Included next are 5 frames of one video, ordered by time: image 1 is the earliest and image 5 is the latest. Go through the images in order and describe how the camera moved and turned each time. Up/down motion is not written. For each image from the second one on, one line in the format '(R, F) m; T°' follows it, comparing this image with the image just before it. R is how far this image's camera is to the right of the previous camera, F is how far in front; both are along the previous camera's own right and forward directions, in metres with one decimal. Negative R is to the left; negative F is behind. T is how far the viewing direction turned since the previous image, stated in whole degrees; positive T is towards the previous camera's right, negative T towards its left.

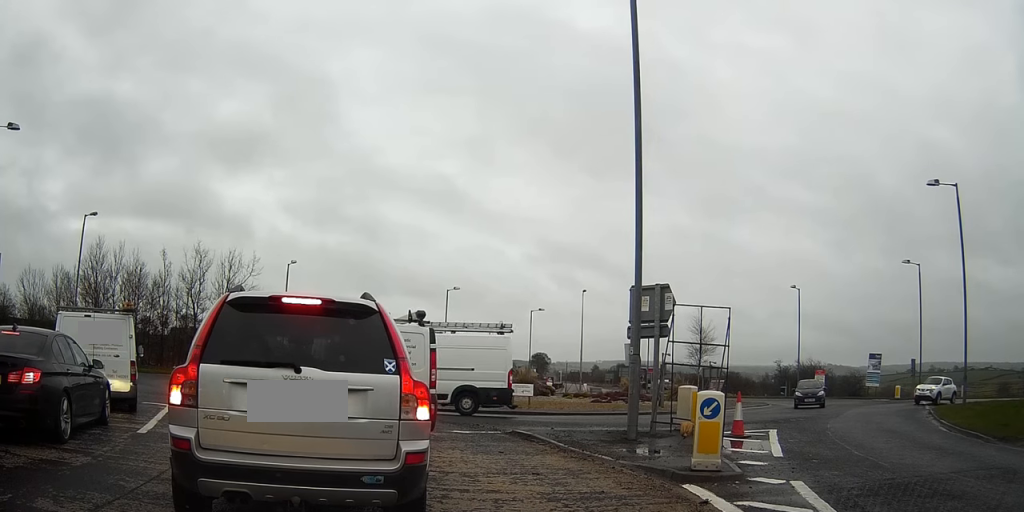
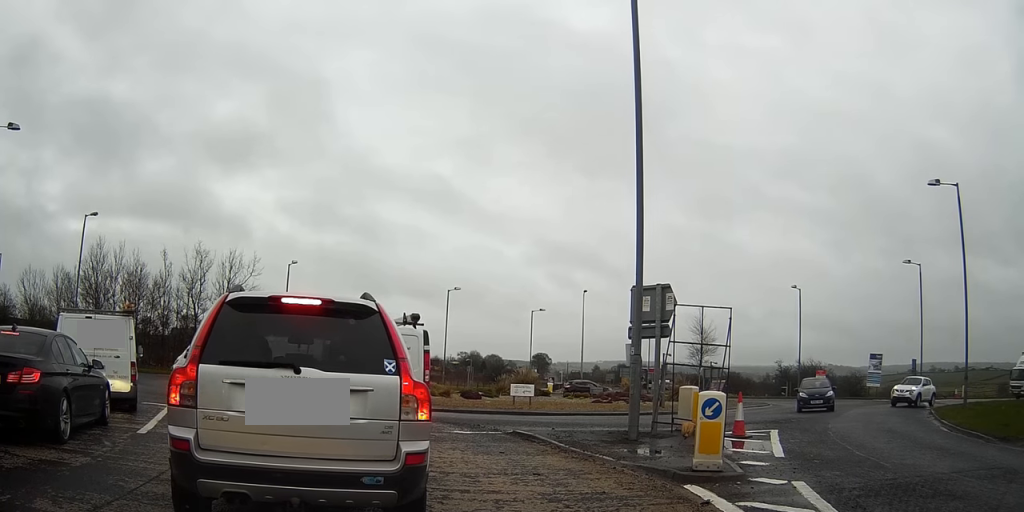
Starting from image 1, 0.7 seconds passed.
(0.0, 0.0) m; 0°
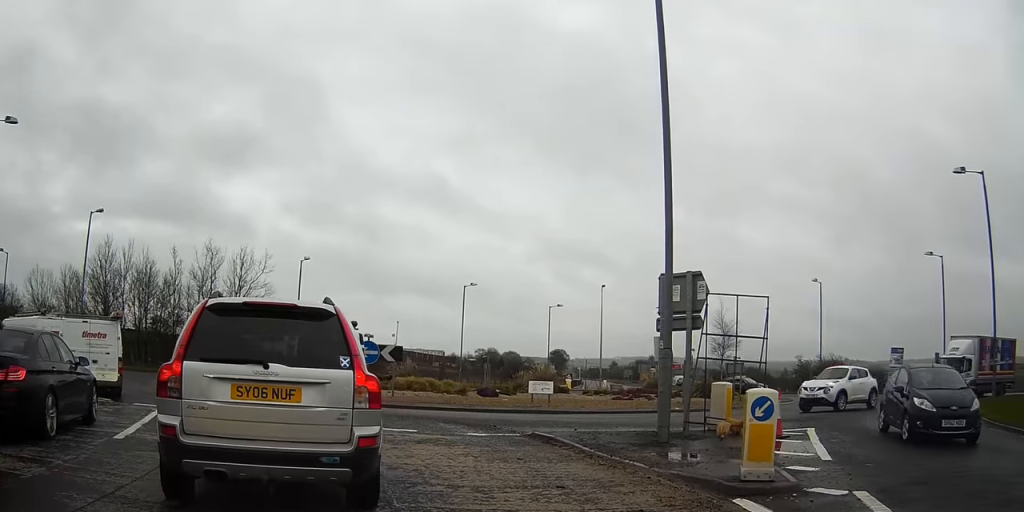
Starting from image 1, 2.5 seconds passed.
(-0.2, +0.4) m; 0°
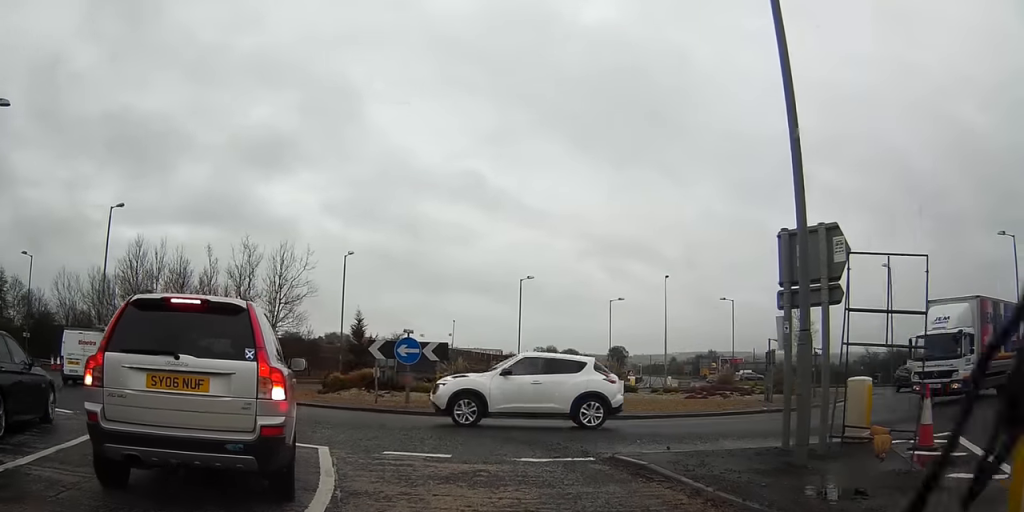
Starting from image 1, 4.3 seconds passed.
(-0.1, +3.2) m; -3°
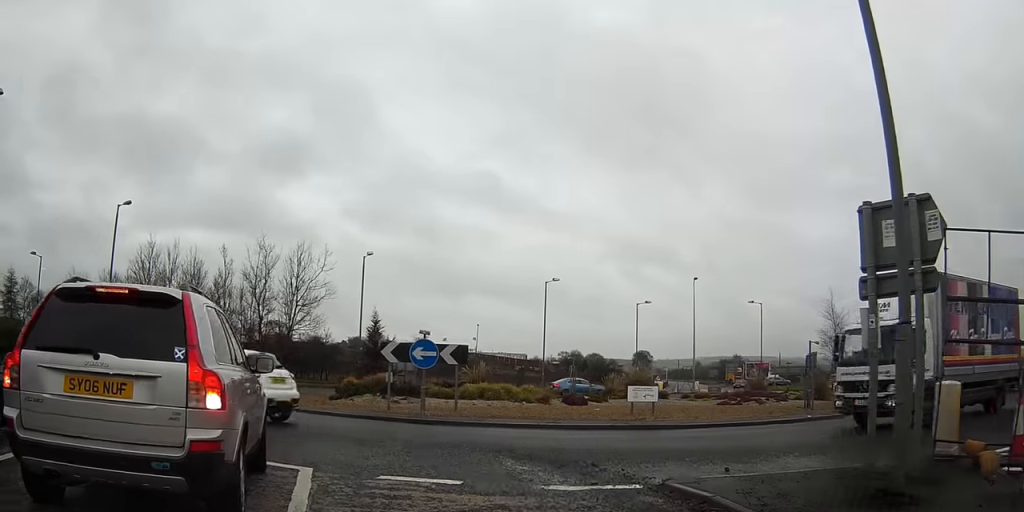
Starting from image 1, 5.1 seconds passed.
(-0.1, +2.1) m; -5°
